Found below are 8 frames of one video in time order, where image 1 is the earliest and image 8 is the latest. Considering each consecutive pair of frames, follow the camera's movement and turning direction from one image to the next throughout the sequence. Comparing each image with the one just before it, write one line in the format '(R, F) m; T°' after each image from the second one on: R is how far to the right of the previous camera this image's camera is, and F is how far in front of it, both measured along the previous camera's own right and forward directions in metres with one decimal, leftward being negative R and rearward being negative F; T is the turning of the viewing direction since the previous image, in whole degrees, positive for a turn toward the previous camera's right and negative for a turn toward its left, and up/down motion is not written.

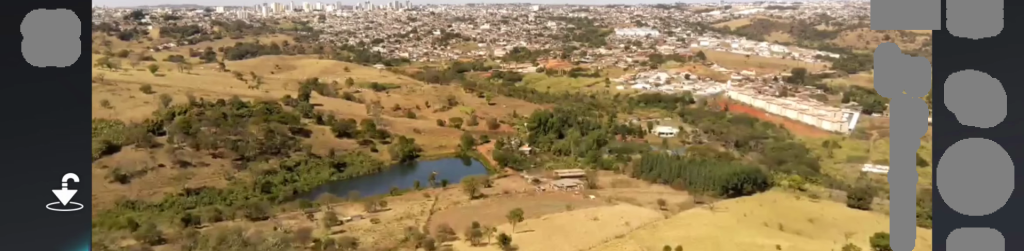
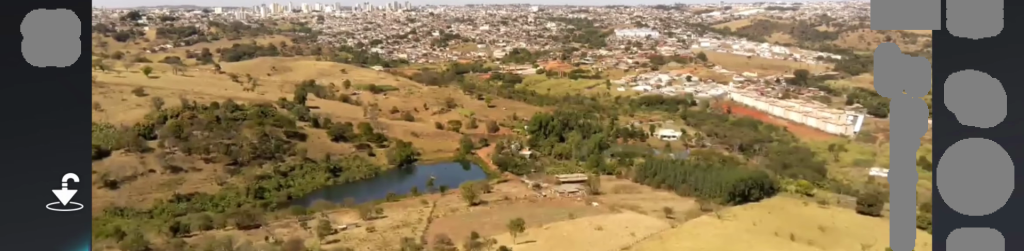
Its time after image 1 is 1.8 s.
(-0.1, +13.0) m; 0°
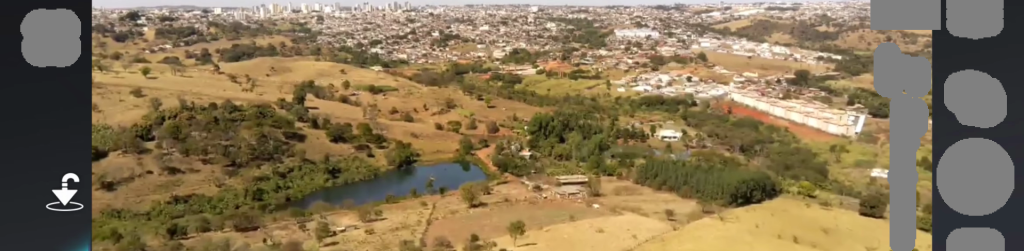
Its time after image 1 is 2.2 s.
(0.0, +3.2) m; 0°
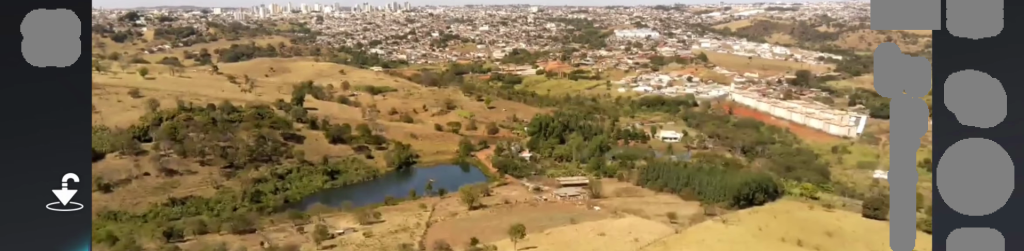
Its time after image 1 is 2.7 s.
(0.0, +3.6) m; 0°
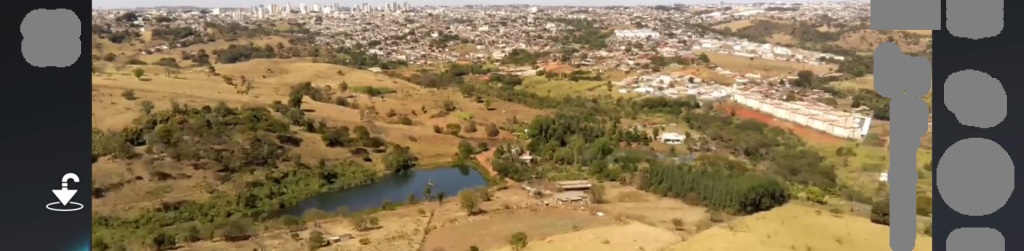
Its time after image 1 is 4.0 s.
(0.0, +9.8) m; 0°
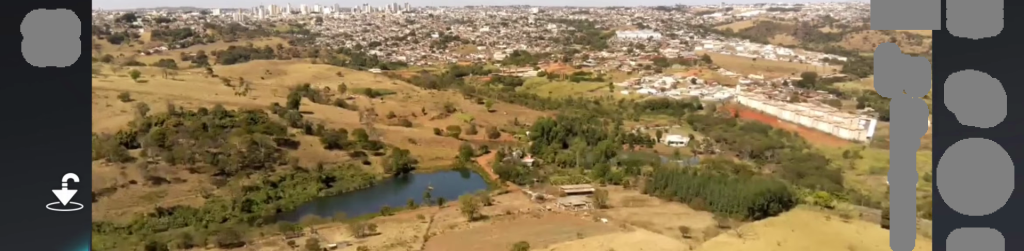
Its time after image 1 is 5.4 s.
(0.0, +9.6) m; +1°
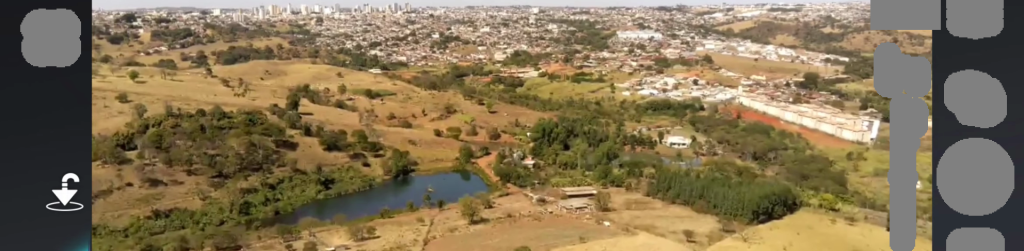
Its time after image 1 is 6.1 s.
(0.0, +5.1) m; 0°
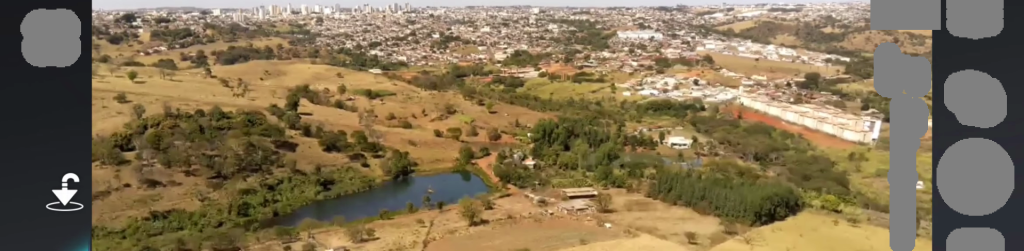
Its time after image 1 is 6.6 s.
(0.0, +3.3) m; 0°
